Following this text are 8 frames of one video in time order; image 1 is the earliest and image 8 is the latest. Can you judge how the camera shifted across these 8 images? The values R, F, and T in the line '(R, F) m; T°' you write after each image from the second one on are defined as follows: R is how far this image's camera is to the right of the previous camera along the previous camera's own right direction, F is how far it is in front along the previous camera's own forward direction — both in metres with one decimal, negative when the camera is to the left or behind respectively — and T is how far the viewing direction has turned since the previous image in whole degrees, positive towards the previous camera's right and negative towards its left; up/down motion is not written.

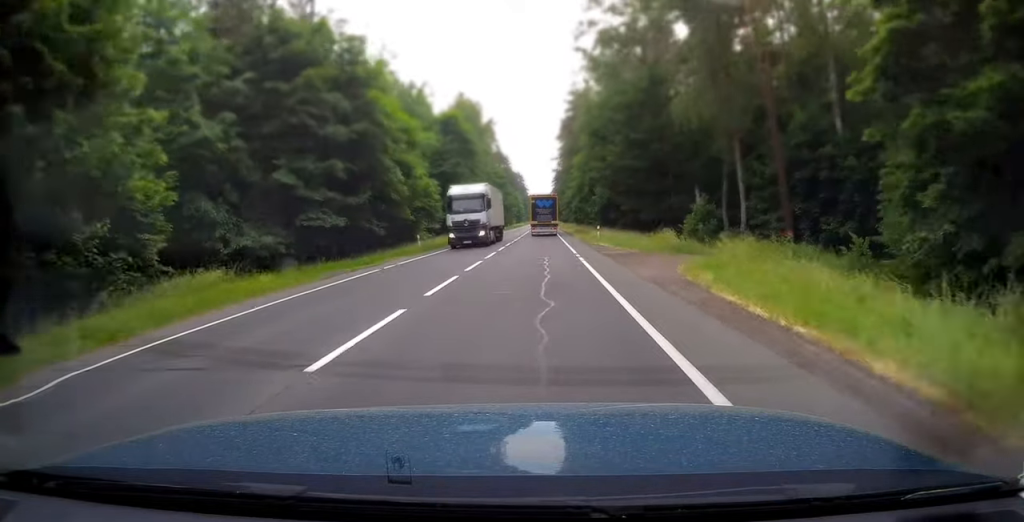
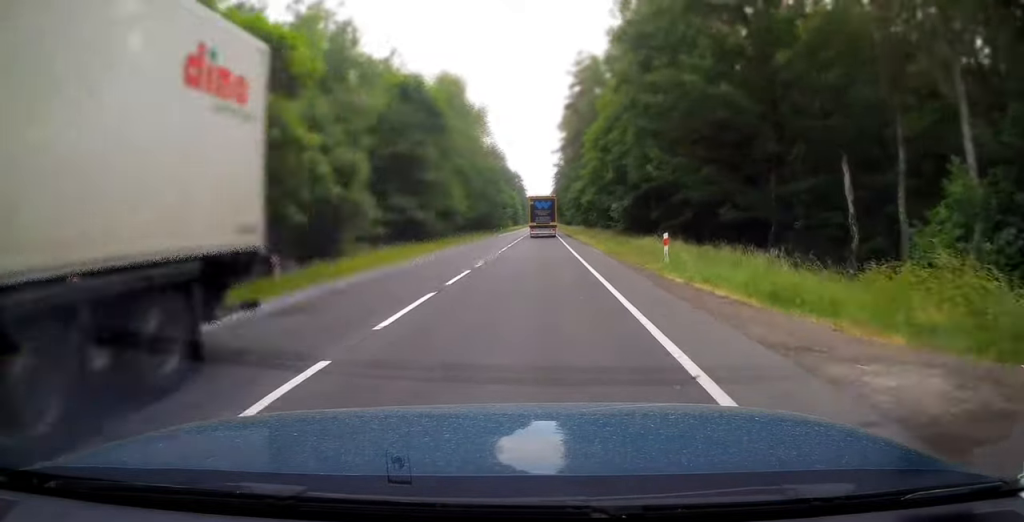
(0.0, +22.1) m; 0°
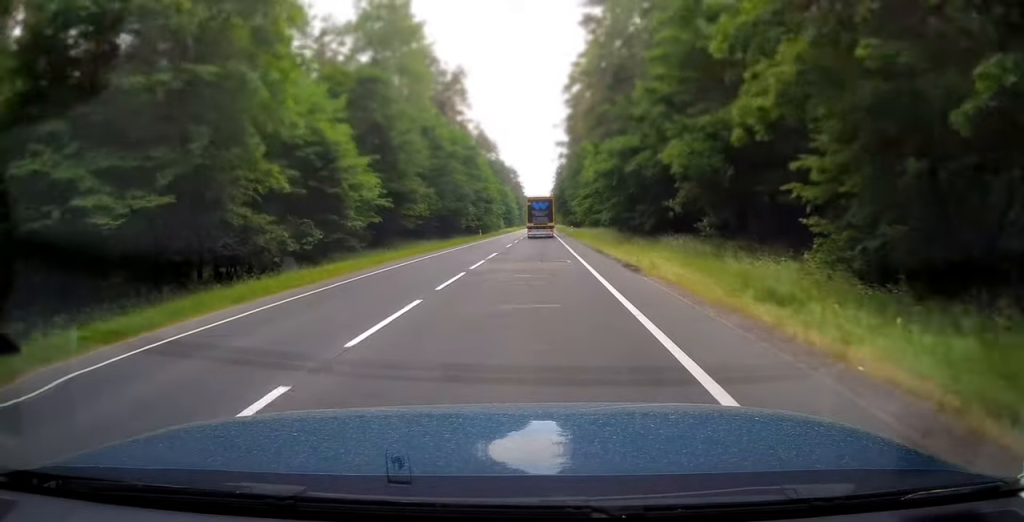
(+0.2, +37.7) m; 0°
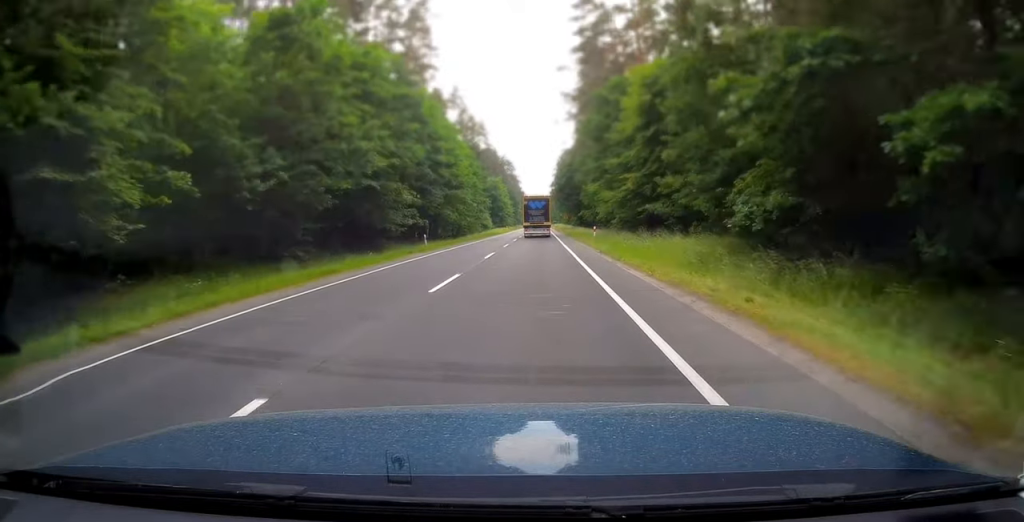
(0.0, +36.5) m; 0°
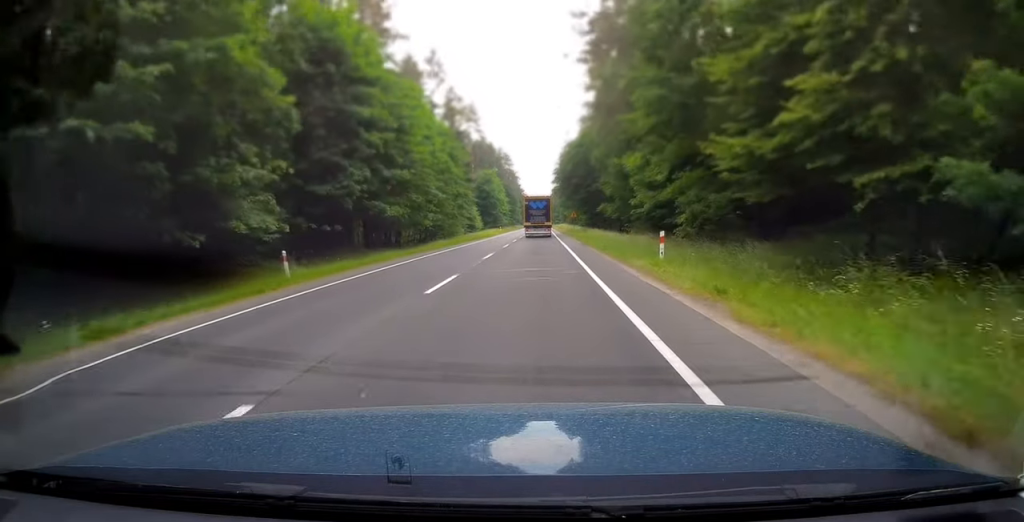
(-0.1, +24.2) m; 0°
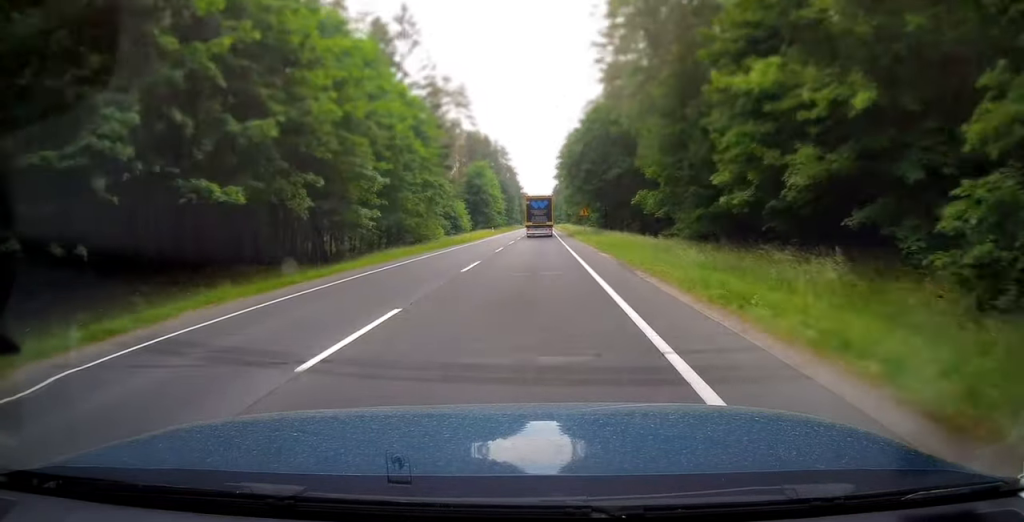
(0.0, +18.8) m; 0°
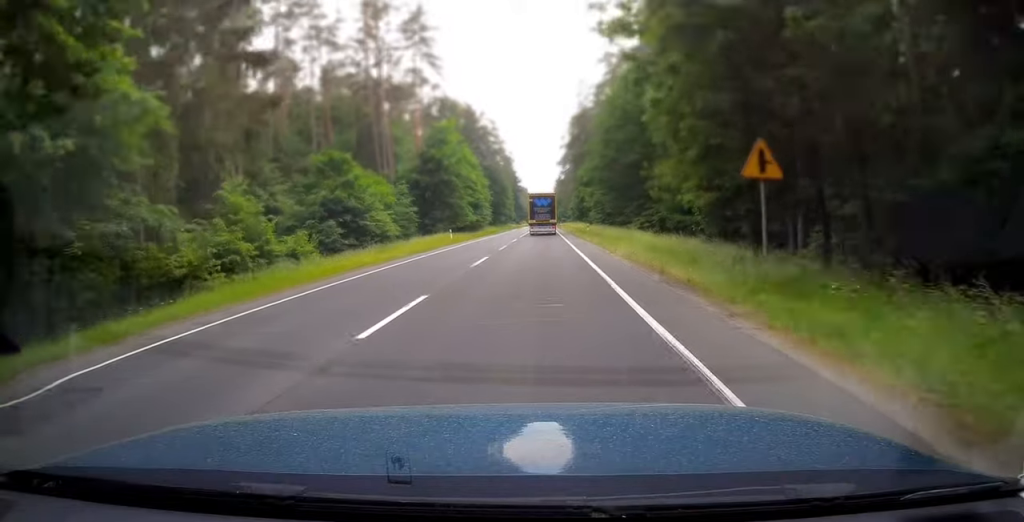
(-0.3, +46.3) m; 0°
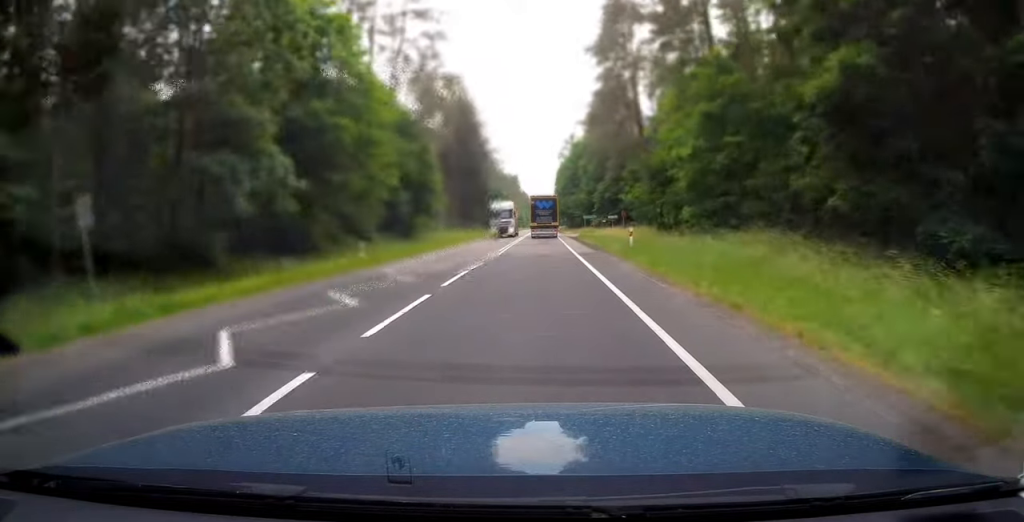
(+0.9, +126.4) m; +1°
